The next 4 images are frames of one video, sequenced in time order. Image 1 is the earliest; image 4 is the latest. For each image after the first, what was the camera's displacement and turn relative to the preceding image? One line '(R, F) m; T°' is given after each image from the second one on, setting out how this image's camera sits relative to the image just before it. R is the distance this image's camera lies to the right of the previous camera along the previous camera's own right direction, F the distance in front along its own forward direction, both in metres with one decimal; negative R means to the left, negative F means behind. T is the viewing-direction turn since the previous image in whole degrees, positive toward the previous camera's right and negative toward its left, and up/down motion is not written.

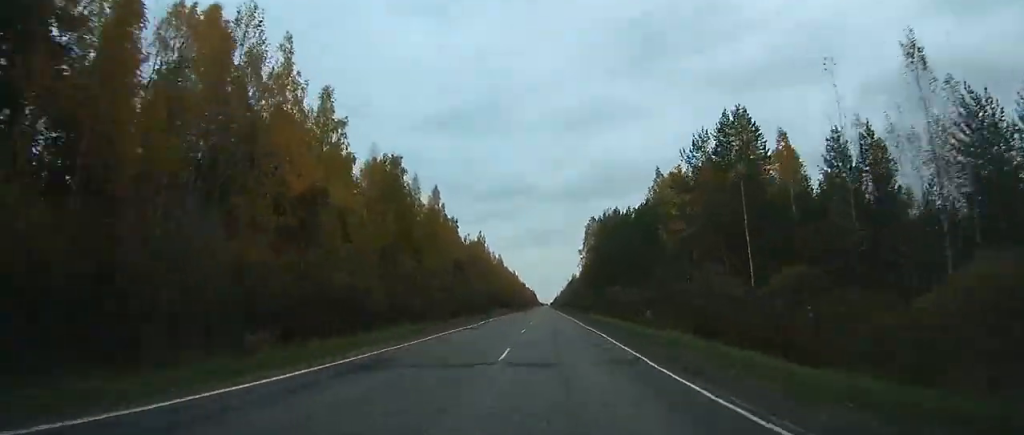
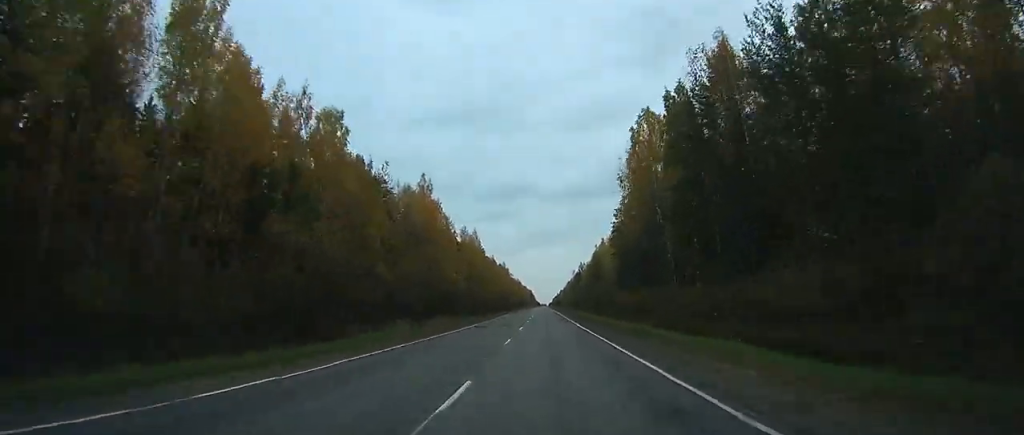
(0.0, +81.7) m; 0°
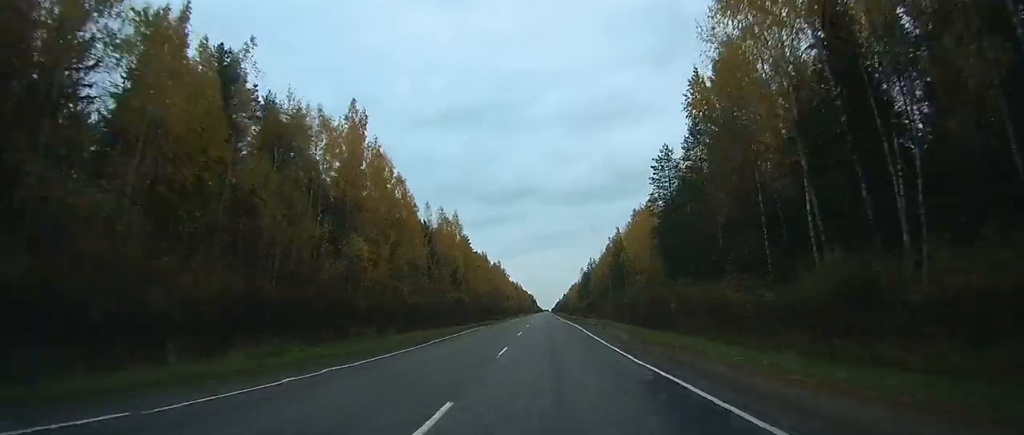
(-0.1, +39.5) m; 0°
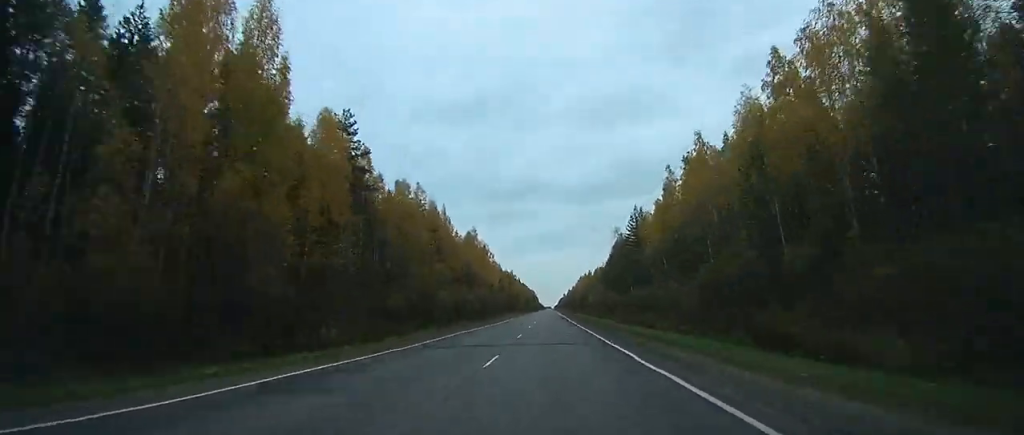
(0.0, +88.1) m; 0°
